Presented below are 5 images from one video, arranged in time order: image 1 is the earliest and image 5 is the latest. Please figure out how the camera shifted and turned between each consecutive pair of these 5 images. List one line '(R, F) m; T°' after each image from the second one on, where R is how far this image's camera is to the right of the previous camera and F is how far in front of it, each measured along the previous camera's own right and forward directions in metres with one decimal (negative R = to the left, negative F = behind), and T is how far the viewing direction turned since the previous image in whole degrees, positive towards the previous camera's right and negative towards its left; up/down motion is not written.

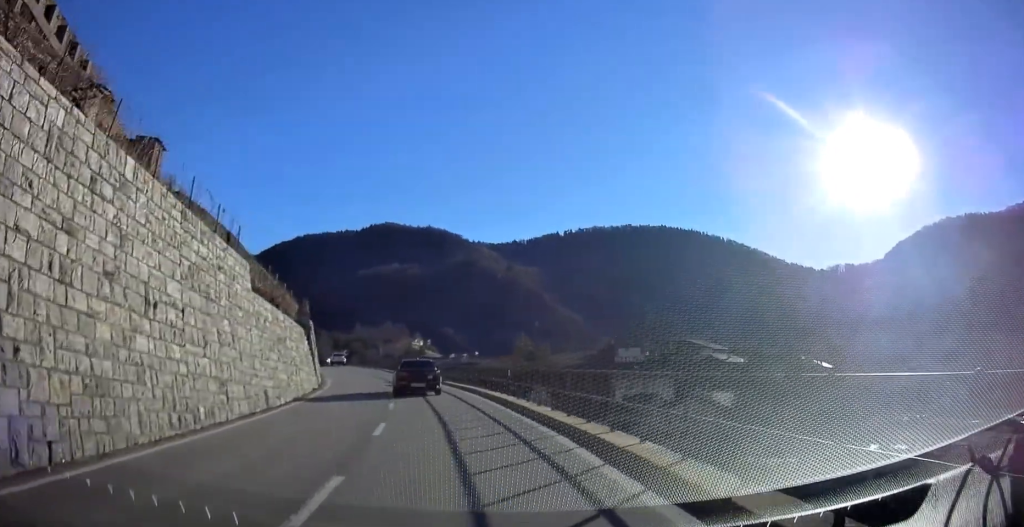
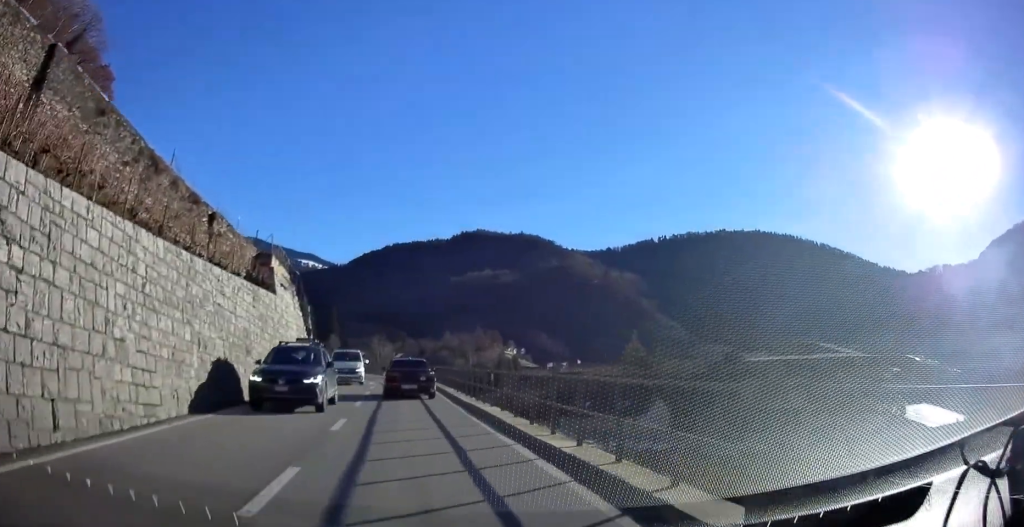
(-1.1, +30.6) m; -6°
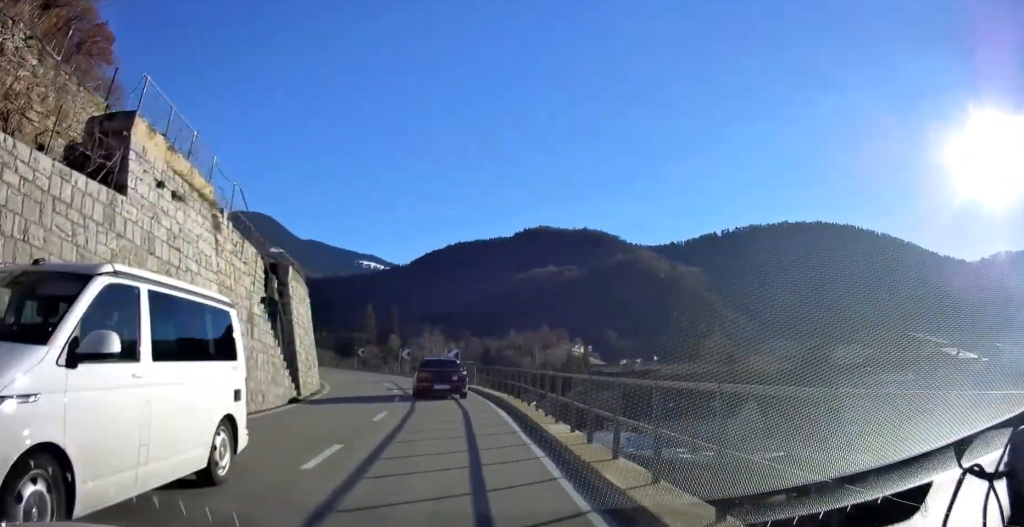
(-1.2, +16.2) m; -6°
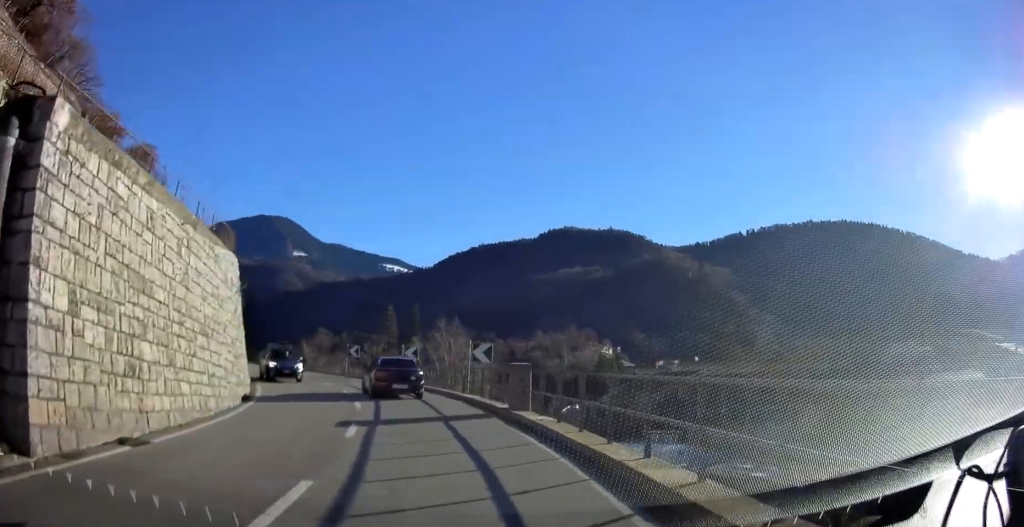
(-0.4, +15.4) m; -4°
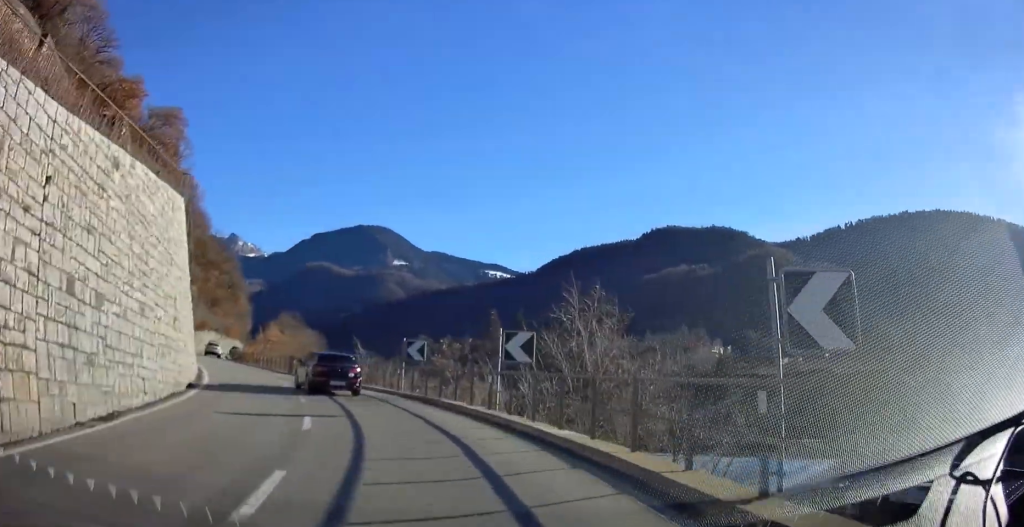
(-1.4, +18.0) m; -11°
